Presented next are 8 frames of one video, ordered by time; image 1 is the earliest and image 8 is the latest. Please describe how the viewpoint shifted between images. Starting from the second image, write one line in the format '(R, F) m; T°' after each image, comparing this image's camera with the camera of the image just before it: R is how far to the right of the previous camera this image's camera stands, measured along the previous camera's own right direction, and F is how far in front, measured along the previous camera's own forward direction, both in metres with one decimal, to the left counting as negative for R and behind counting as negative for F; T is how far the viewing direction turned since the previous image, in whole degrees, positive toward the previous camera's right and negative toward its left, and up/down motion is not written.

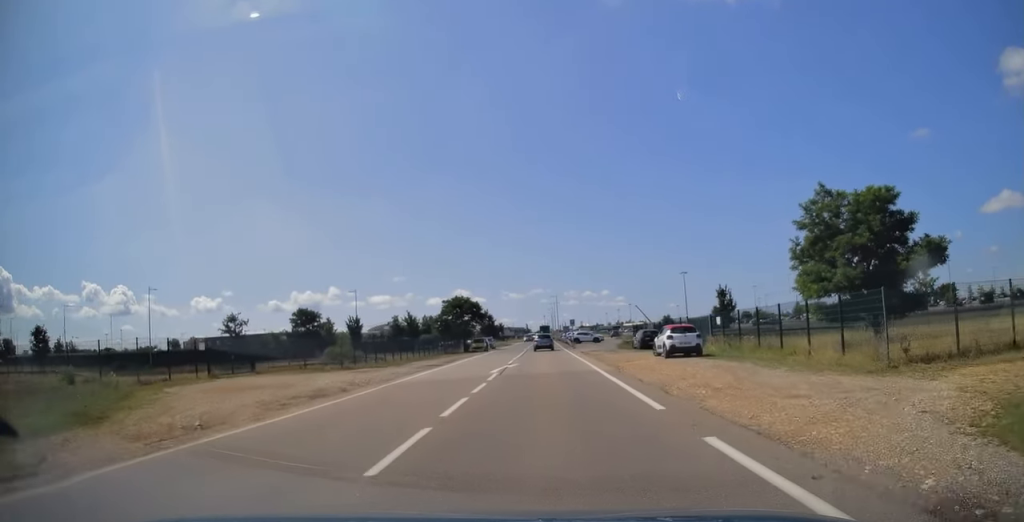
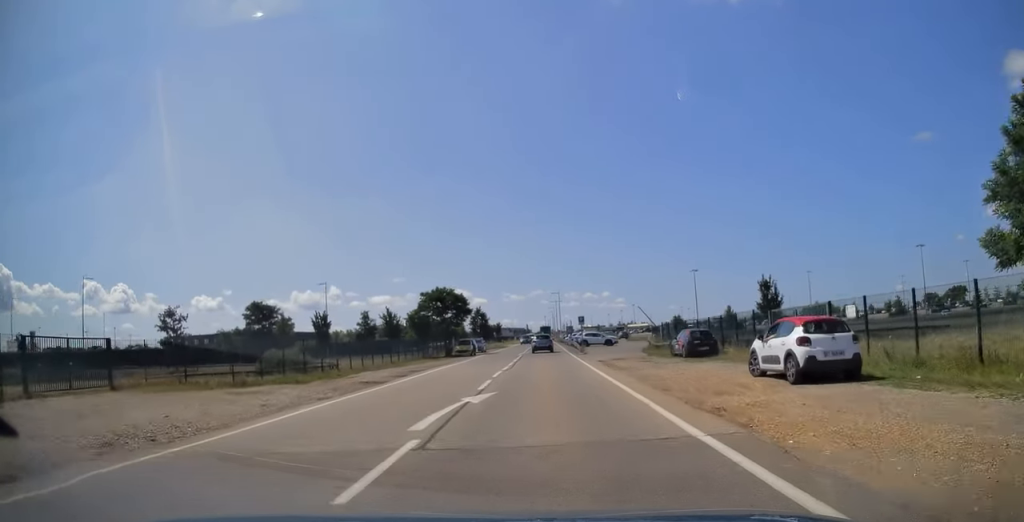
(-0.1, +14.0) m; 0°
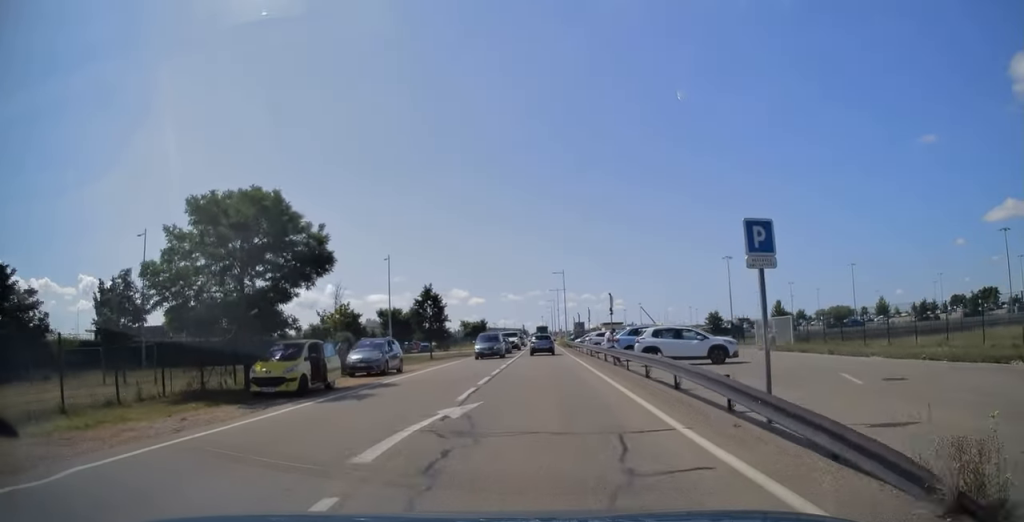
(+0.2, +40.9) m; 0°
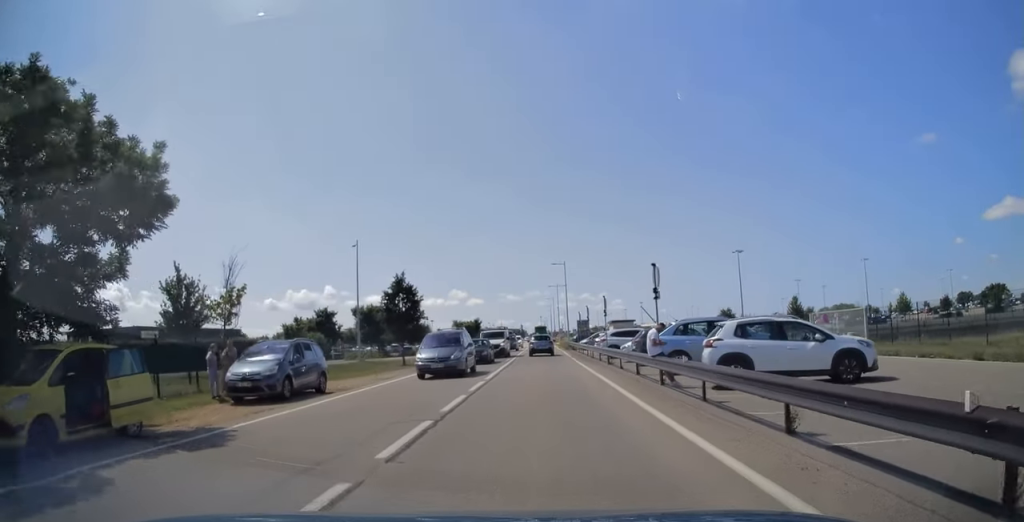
(0.0, +10.5) m; 0°
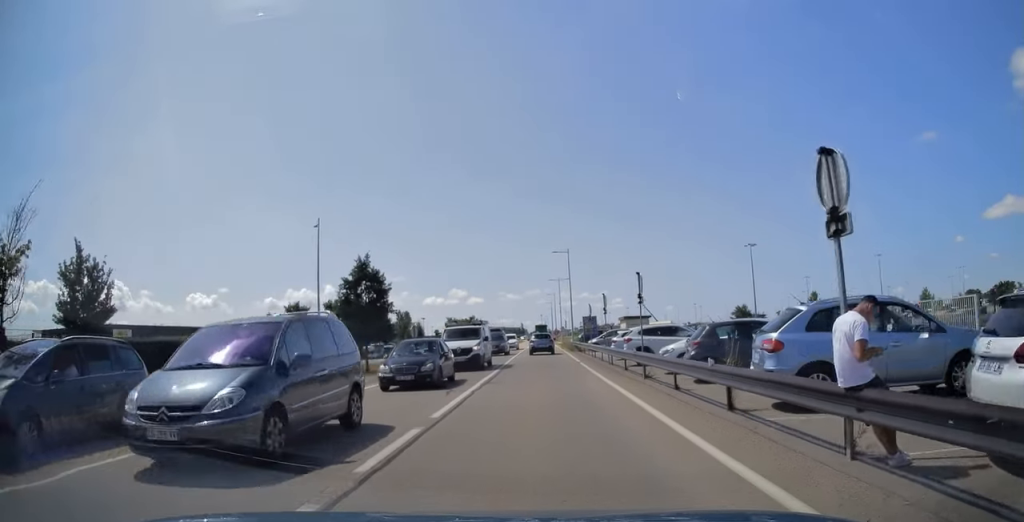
(0.0, +9.7) m; 0°
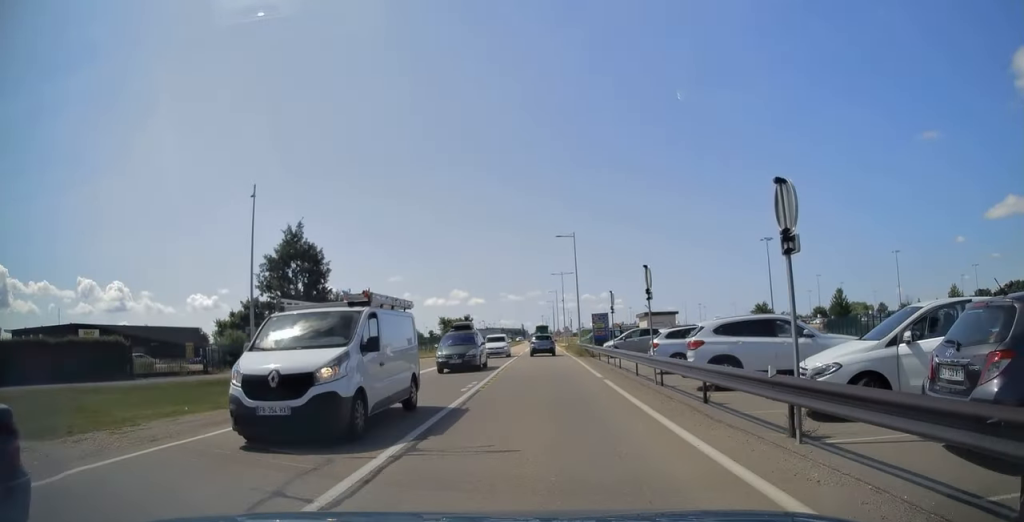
(0.0, +10.6) m; 0°
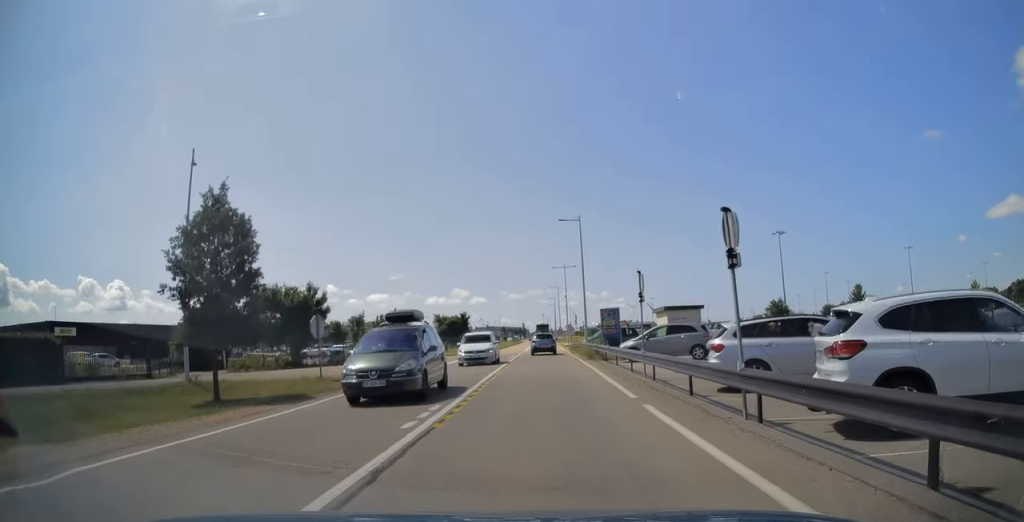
(0.0, +6.9) m; 0°
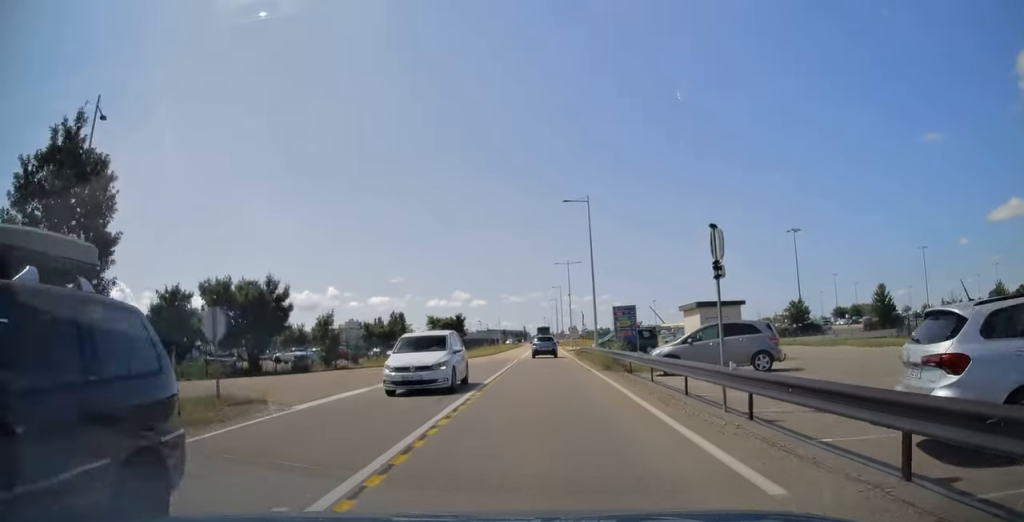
(0.0, +7.5) m; 0°
